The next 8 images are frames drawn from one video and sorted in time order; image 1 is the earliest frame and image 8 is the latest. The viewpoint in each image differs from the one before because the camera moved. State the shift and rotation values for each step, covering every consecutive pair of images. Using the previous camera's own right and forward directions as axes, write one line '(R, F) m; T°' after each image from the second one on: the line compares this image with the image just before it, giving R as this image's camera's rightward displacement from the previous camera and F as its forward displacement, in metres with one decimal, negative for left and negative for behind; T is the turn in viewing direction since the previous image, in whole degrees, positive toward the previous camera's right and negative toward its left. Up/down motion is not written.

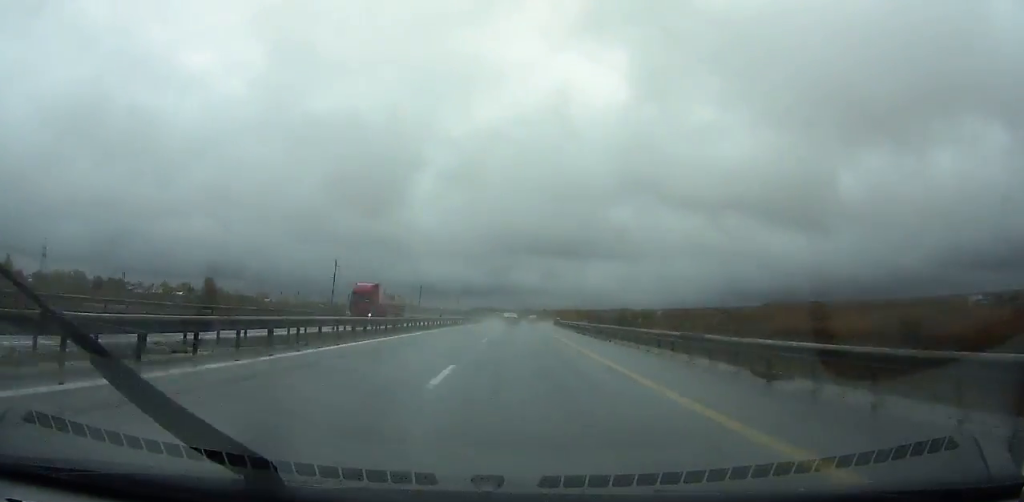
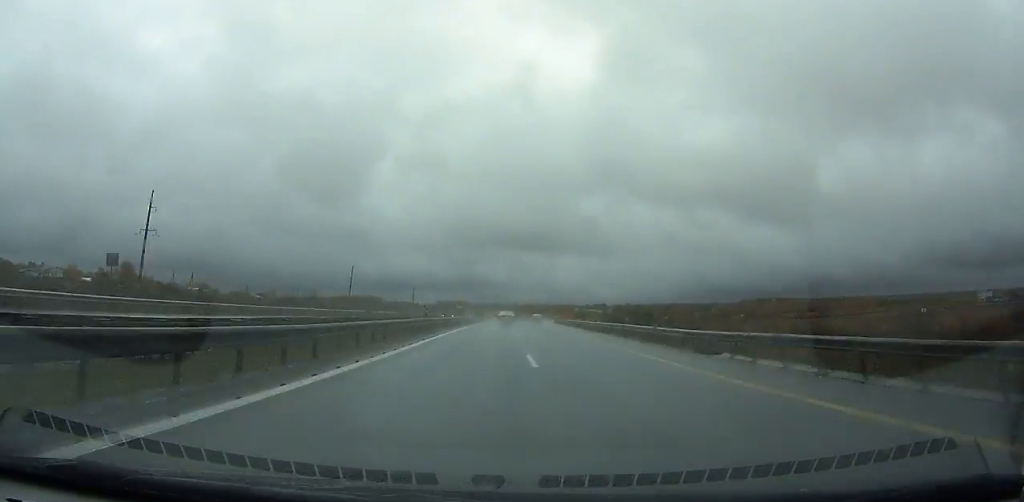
(+1.6, +76.0) m; +2°
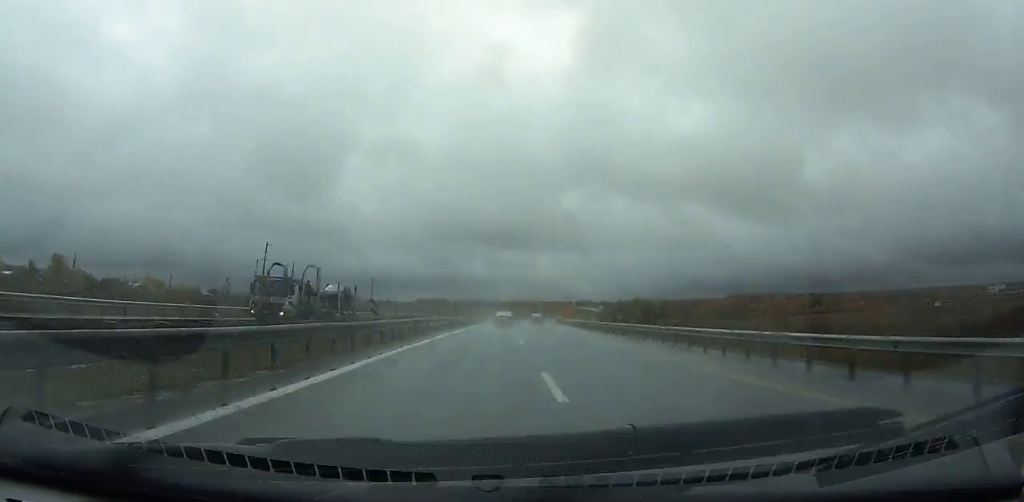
(+0.8, +51.2) m; +2°
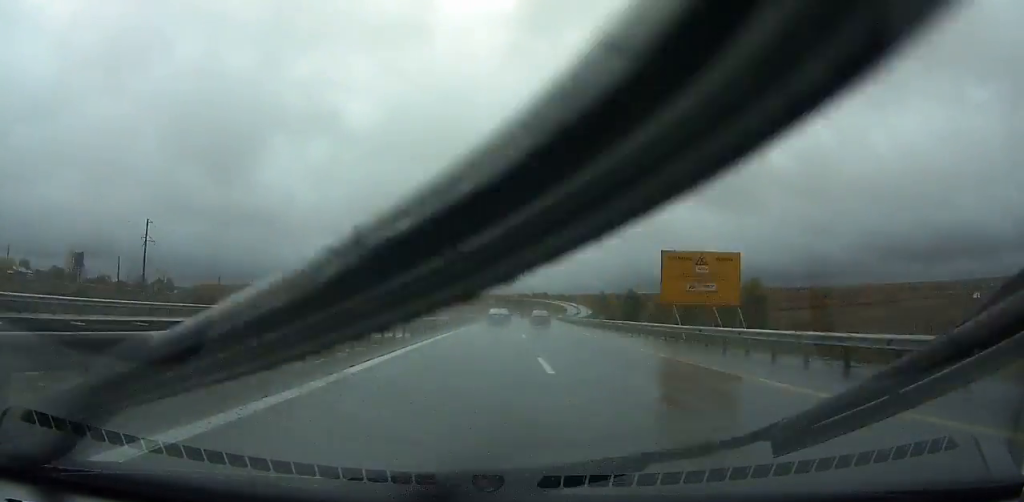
(+4.9, +122.8) m; +5°
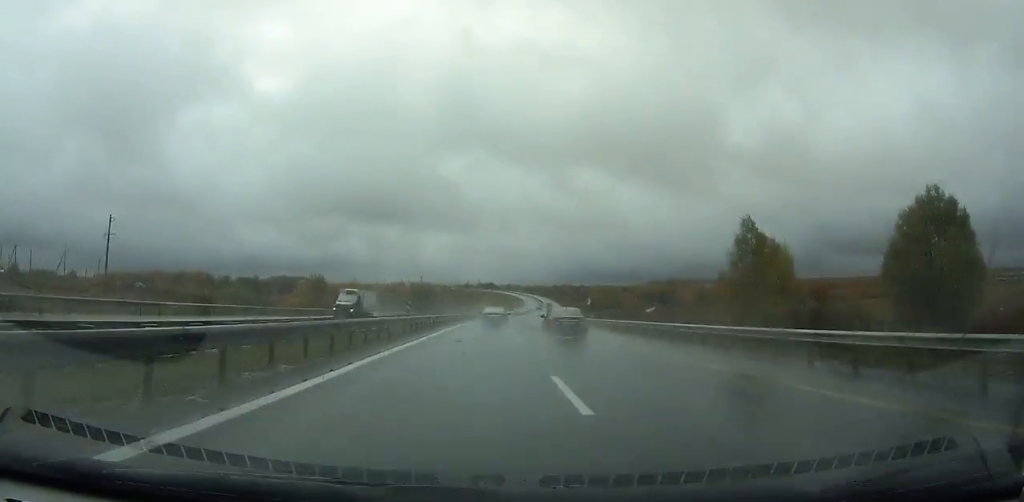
(+7.0, +150.1) m; +5°
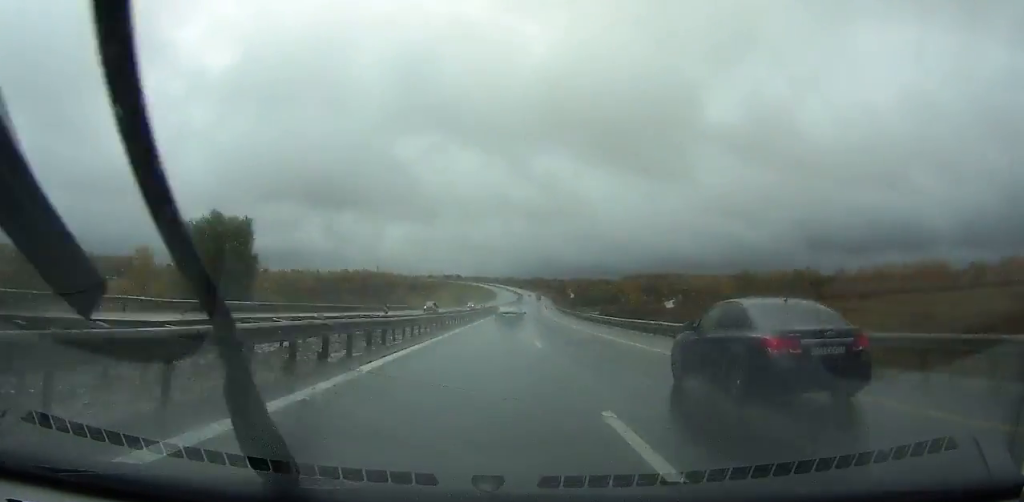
(+3.6, +114.9) m; +4°
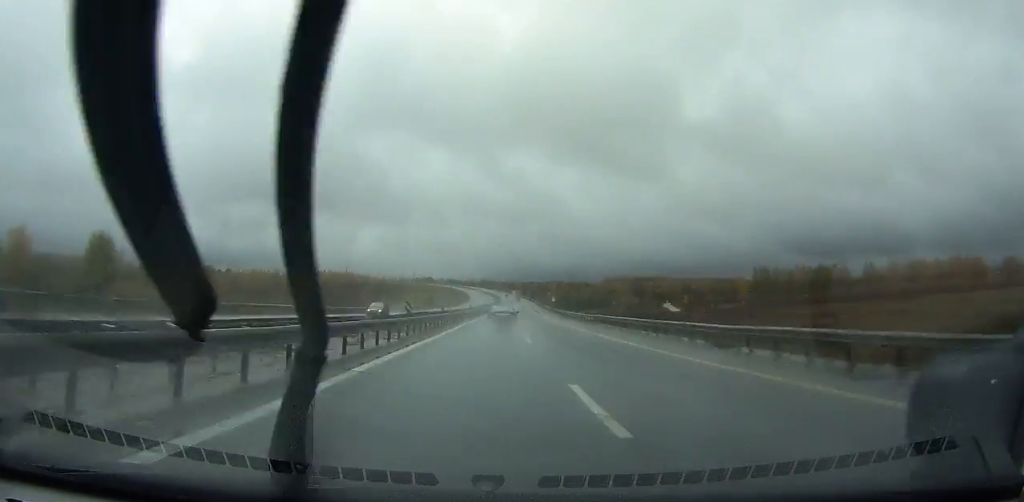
(+0.6, +46.0) m; +1°
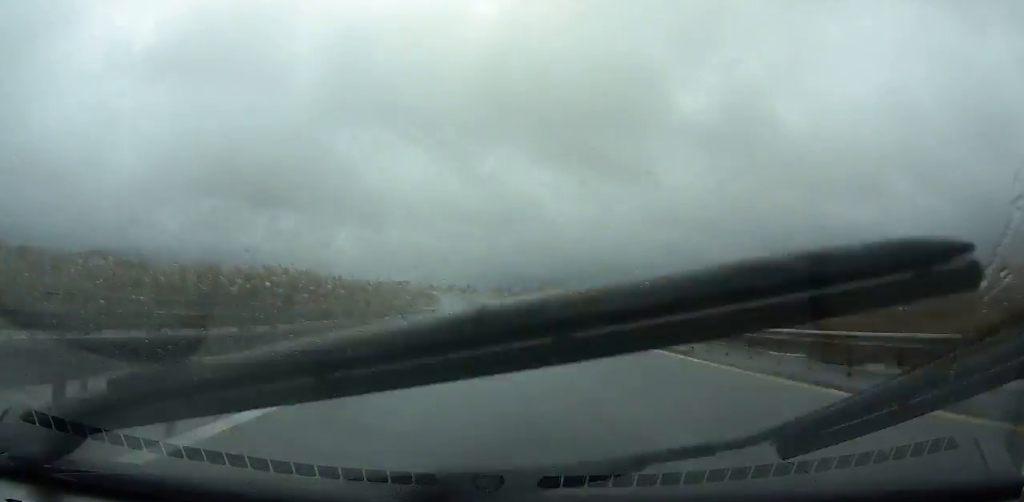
(+2.2, +88.9) m; +2°
